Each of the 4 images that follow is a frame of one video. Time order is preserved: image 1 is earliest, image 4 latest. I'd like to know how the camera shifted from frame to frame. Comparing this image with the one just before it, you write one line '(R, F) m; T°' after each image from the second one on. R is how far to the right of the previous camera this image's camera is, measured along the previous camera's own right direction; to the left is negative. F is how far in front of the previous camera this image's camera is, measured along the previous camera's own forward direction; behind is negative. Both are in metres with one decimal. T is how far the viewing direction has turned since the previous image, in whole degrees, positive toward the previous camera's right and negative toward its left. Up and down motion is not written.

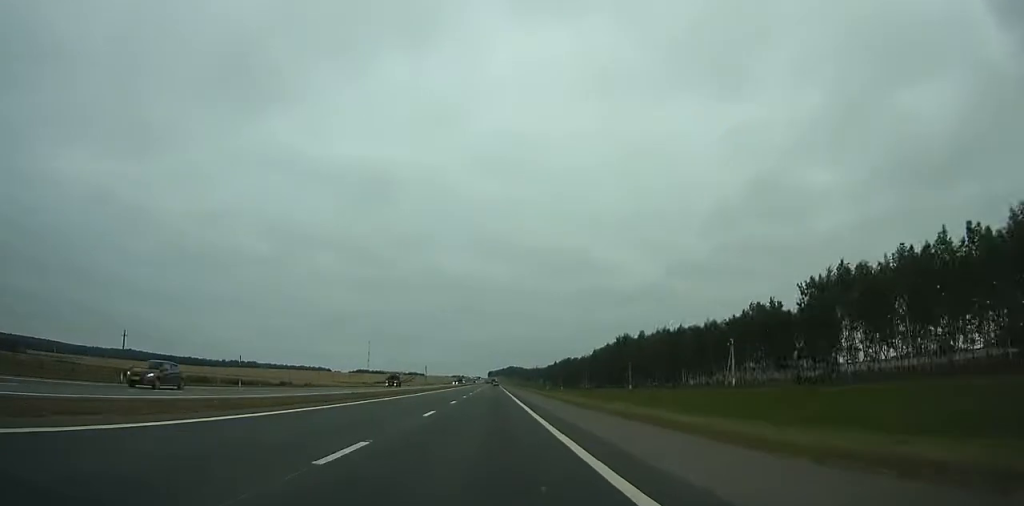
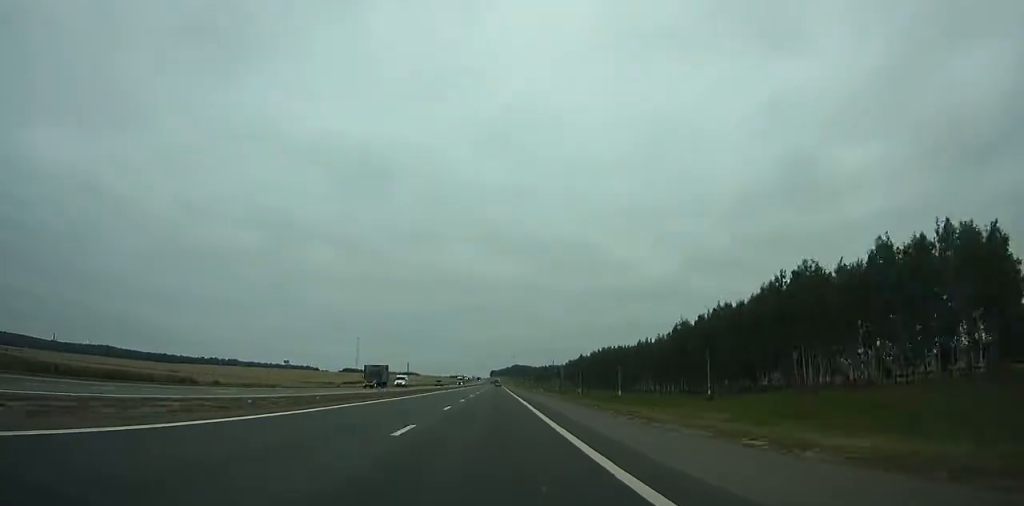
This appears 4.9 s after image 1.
(-0.3, +124.4) m; 0°
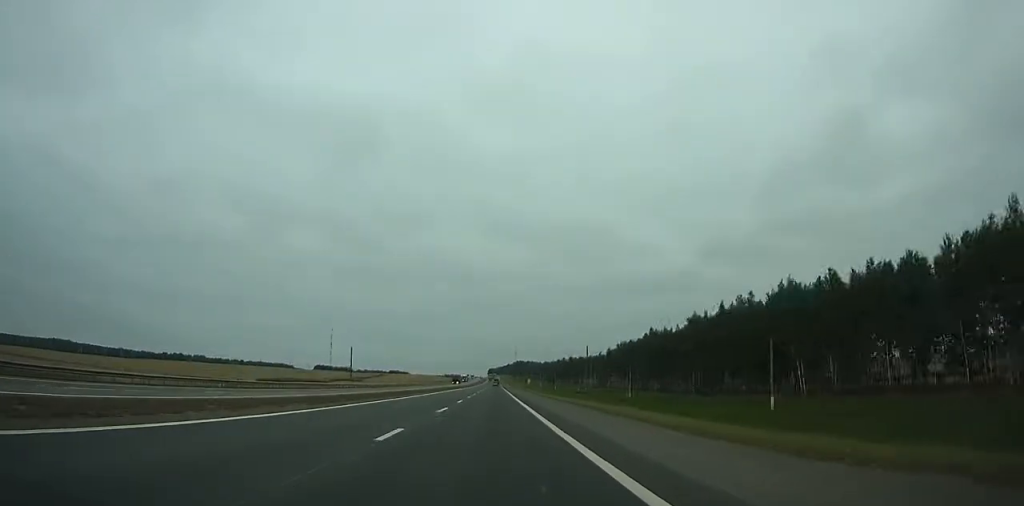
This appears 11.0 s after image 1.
(0.0, +156.5) m; 0°
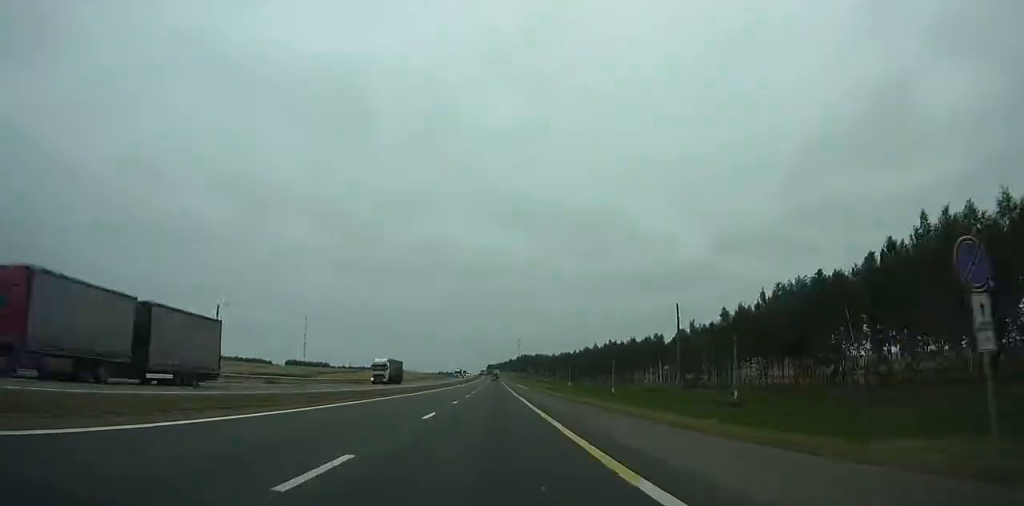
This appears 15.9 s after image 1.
(-0.1, +126.5) m; 0°
